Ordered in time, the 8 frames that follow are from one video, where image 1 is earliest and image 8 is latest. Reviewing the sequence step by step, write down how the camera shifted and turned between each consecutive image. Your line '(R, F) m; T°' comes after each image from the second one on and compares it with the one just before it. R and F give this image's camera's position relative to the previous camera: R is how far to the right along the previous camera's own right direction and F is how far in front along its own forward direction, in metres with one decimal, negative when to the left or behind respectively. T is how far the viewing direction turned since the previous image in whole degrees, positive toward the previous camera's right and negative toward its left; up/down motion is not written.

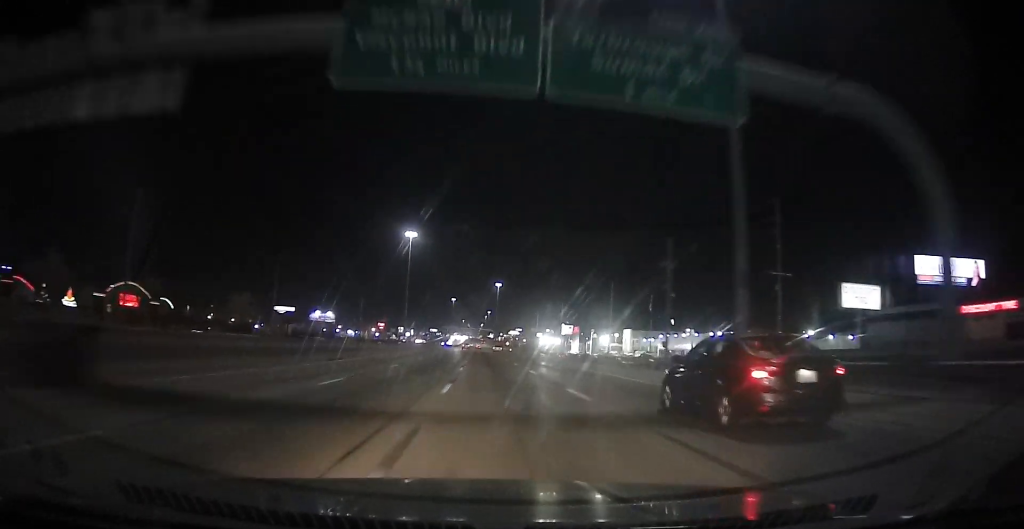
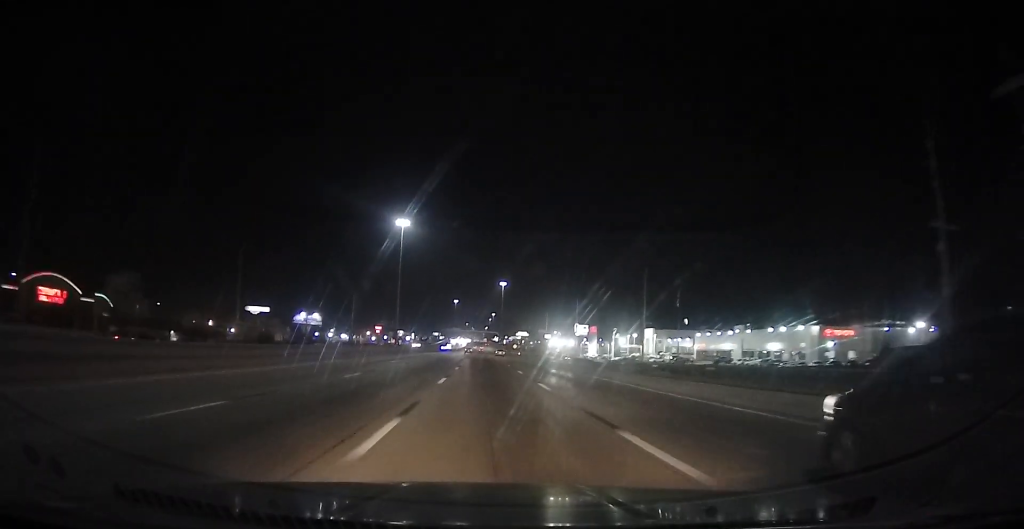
(+1.2, +32.5) m; +2°
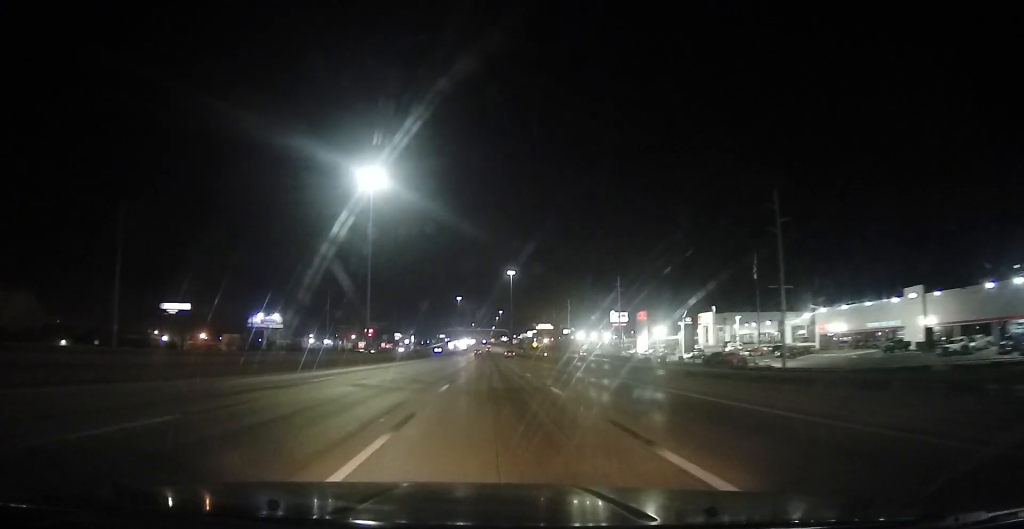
(-0.8, +63.6) m; -2°
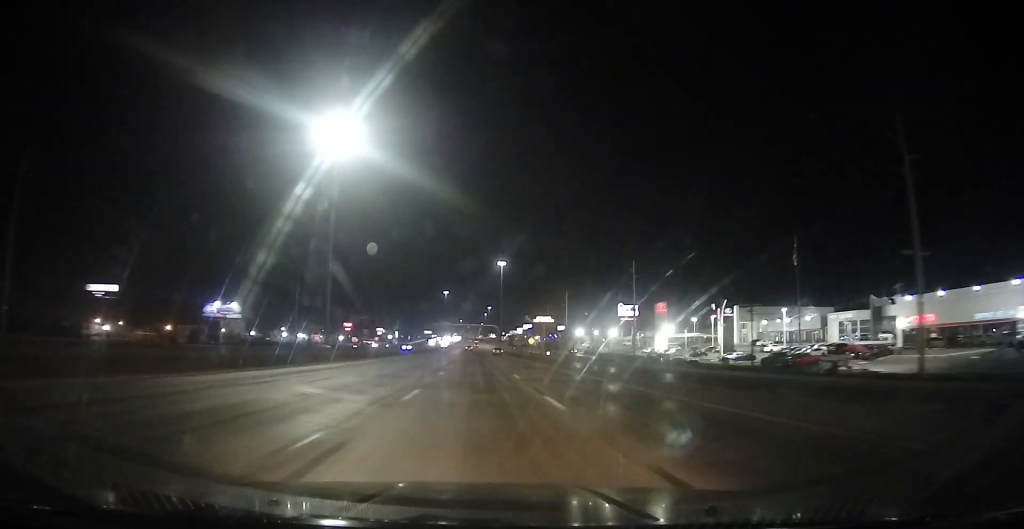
(-0.4, +28.7) m; -1°
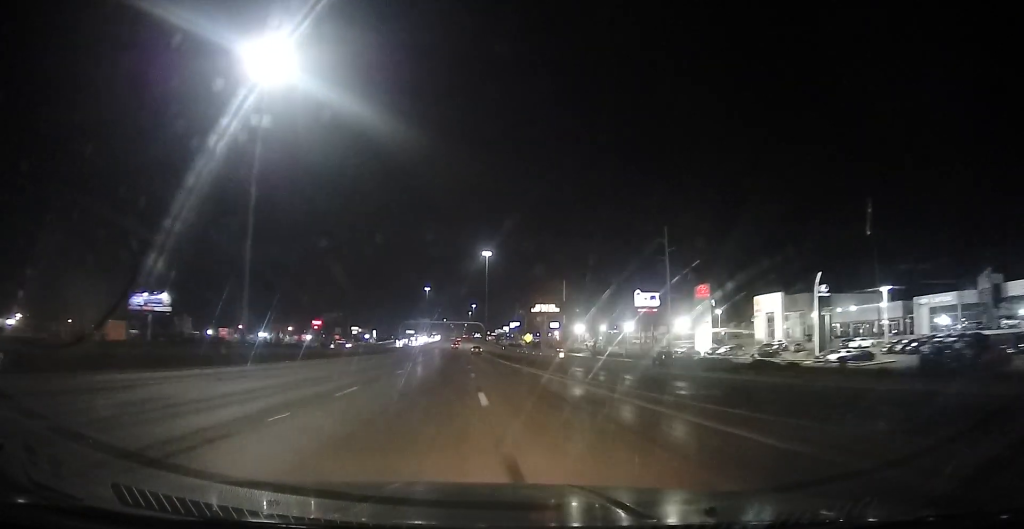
(+0.1, +36.5) m; +1°
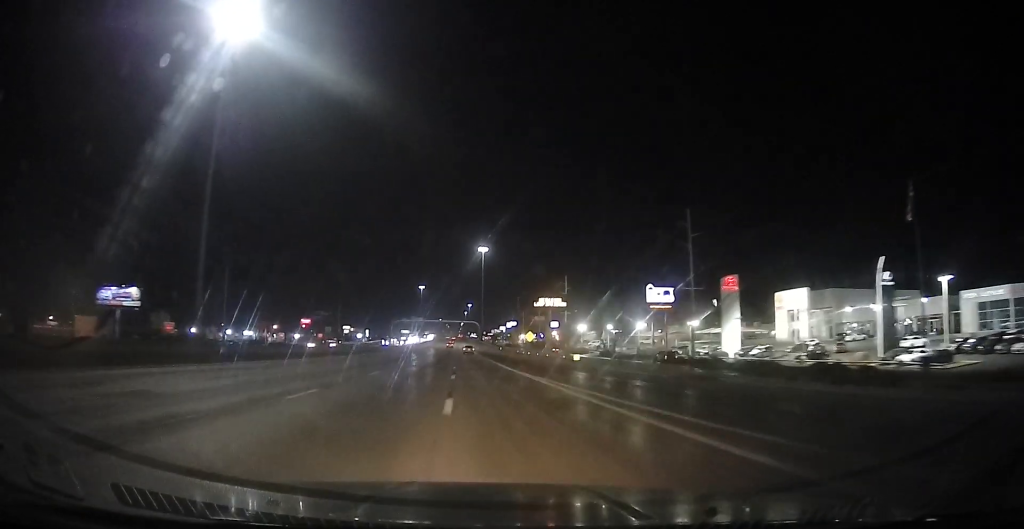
(+0.1, +13.8) m; 0°
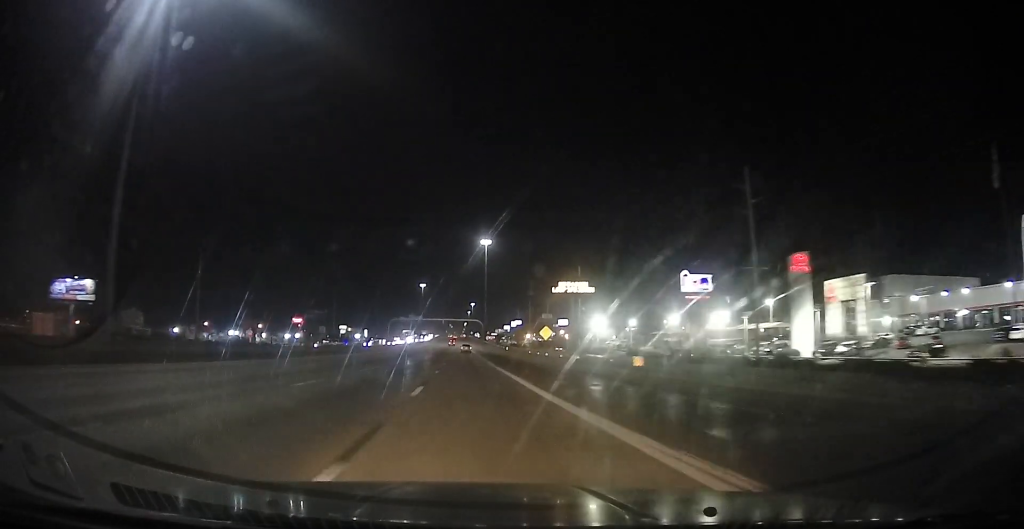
(+0.4, +20.7) m; -1°
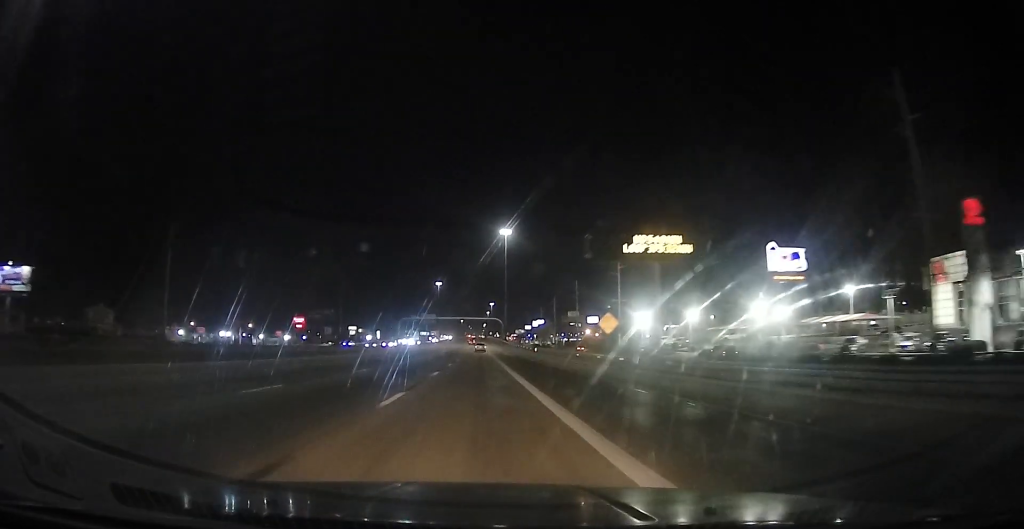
(-0.6, +27.5) m; -1°
